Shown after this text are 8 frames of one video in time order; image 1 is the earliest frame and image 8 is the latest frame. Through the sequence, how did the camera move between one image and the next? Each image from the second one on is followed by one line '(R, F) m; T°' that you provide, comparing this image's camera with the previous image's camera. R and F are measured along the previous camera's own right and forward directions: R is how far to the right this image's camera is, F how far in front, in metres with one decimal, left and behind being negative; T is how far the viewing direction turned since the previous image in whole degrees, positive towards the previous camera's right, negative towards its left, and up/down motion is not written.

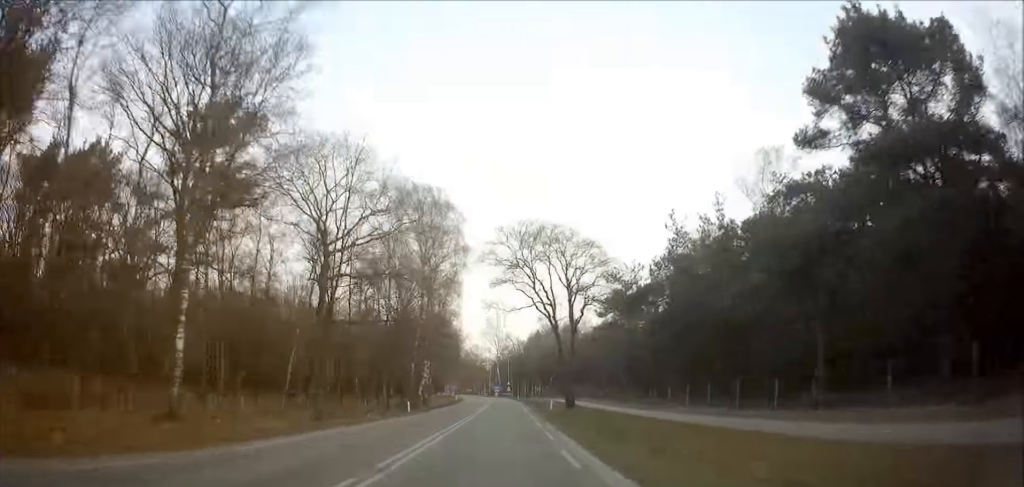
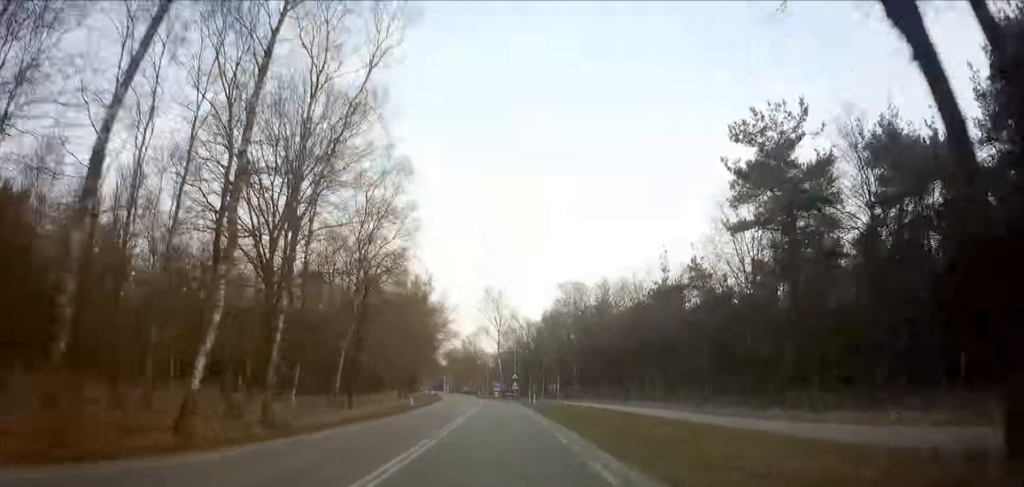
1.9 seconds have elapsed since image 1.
(-0.2, +41.4) m; -1°
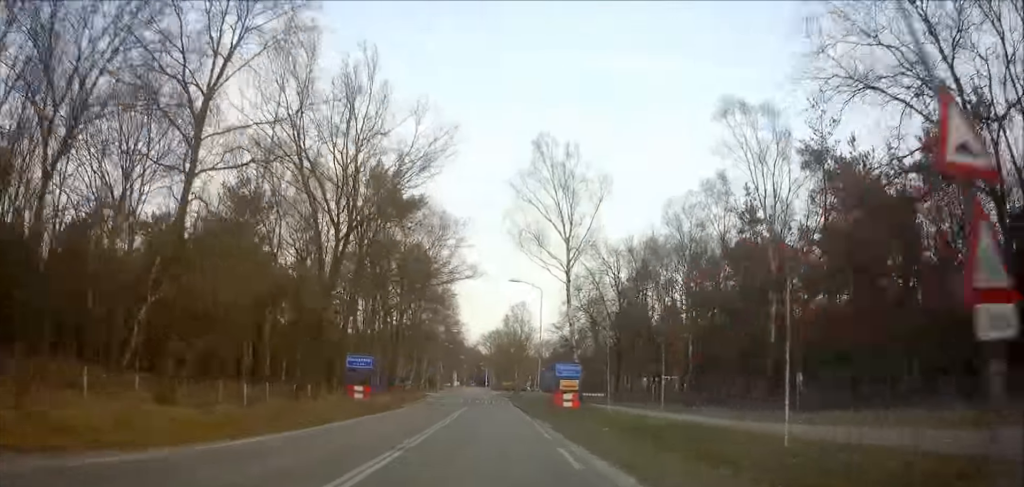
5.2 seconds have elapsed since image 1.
(-1.3, +60.5) m; -3°
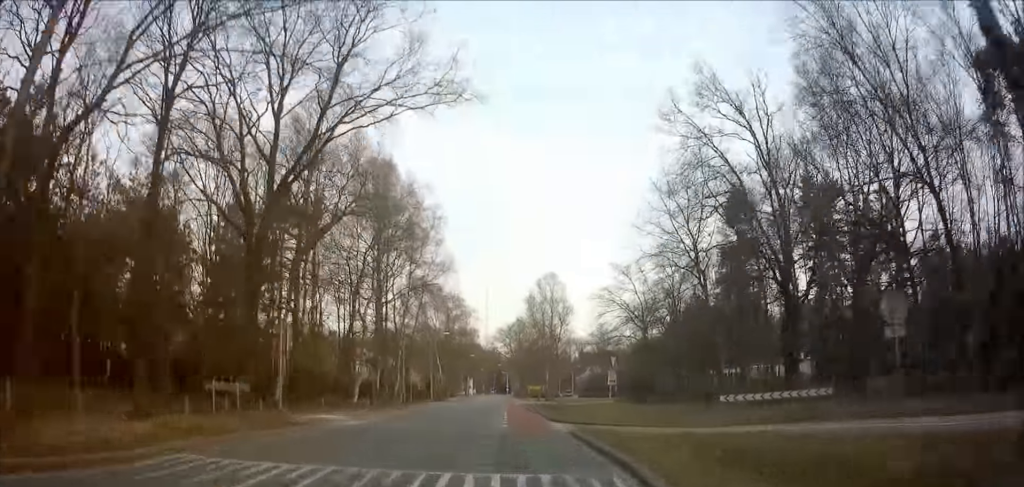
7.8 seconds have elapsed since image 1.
(-1.1, +39.3) m; -2°
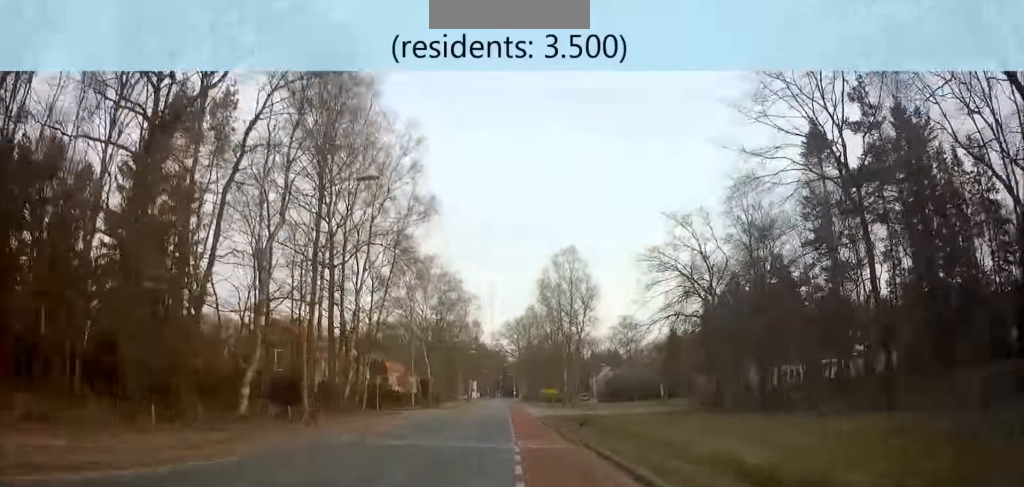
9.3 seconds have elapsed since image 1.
(0.0, +20.4) m; -1°
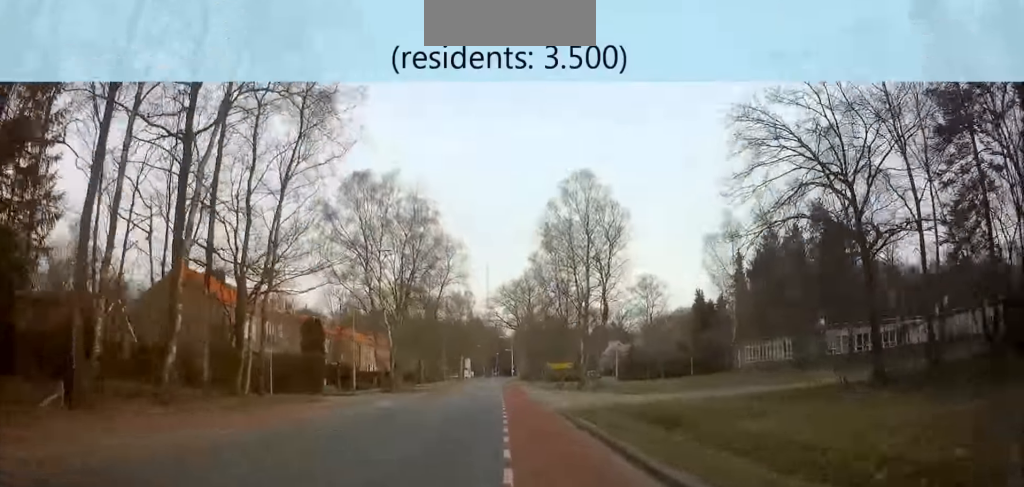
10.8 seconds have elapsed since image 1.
(-0.2, +21.1) m; 0°
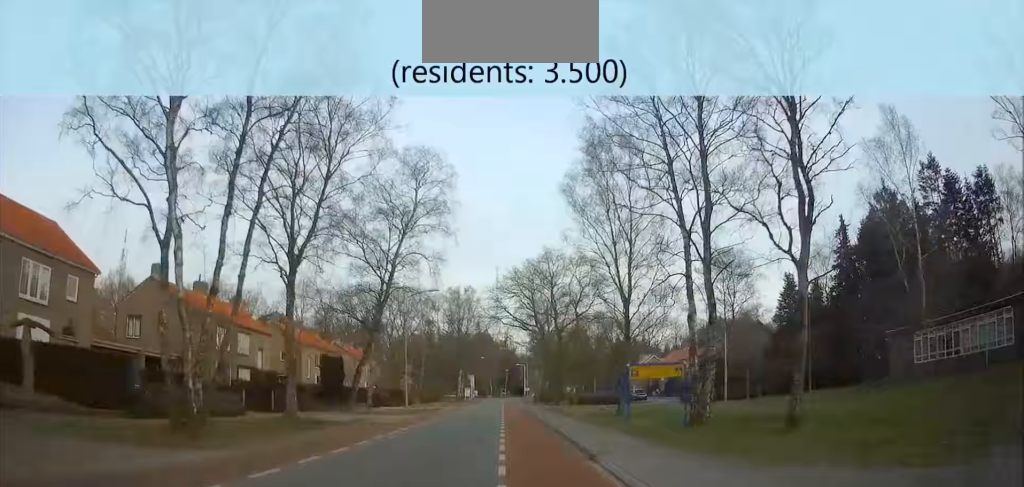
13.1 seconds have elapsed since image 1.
(-0.1, +32.2) m; -1°
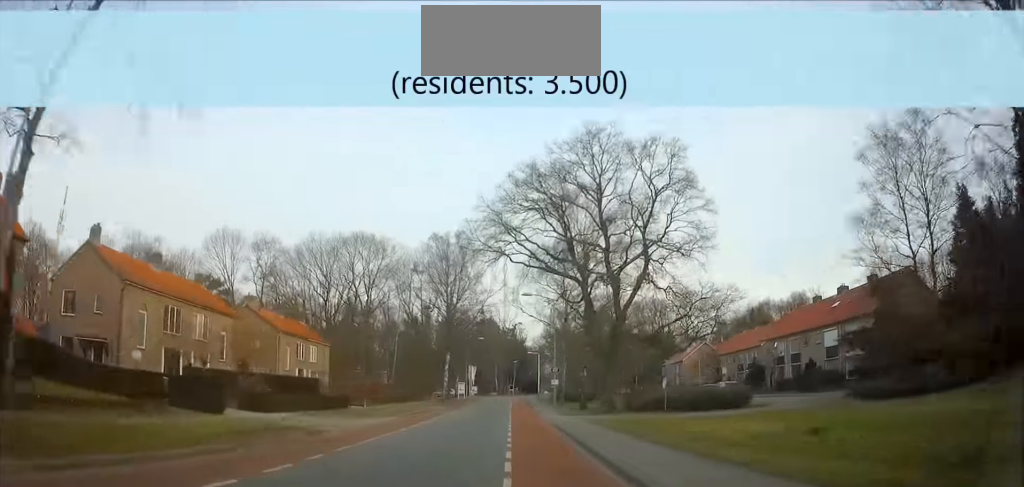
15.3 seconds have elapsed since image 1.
(-0.5, +32.7) m; -1°
